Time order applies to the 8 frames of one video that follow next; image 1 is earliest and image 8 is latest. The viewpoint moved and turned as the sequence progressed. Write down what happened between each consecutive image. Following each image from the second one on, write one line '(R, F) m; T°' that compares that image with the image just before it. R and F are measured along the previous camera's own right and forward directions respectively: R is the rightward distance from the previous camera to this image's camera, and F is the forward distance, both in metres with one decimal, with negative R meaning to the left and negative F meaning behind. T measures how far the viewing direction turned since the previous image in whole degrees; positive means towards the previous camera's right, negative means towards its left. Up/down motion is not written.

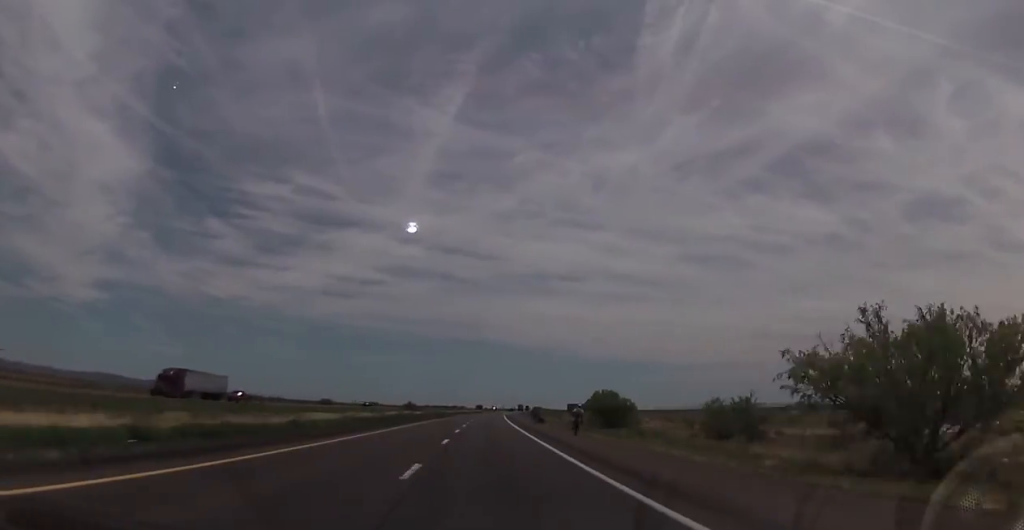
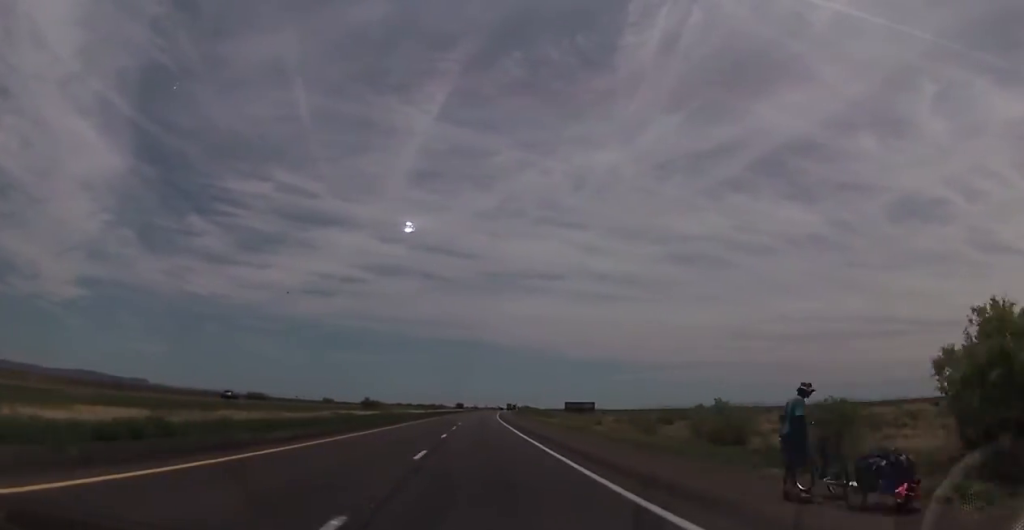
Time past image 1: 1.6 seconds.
(+0.7, +55.8) m; 0°
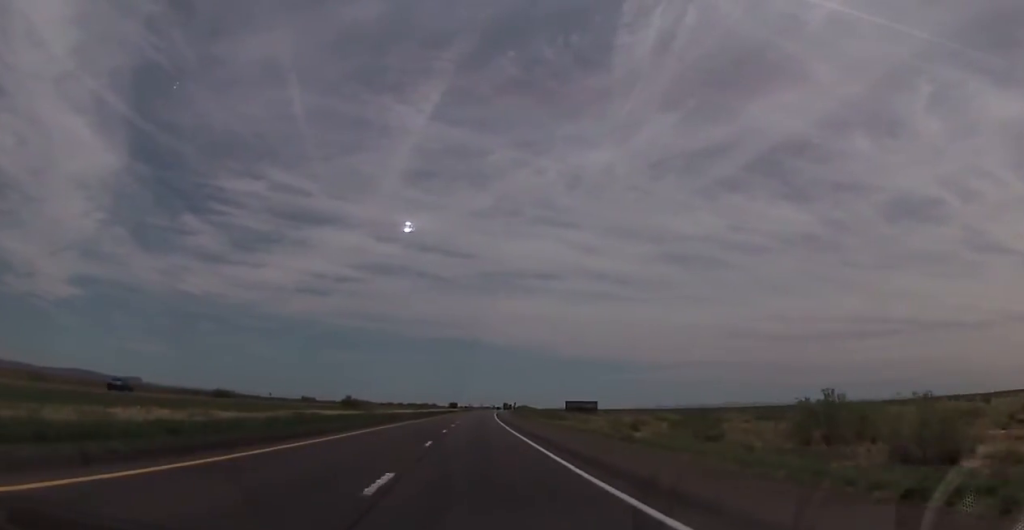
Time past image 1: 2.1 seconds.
(-0.1, +18.9) m; 0°
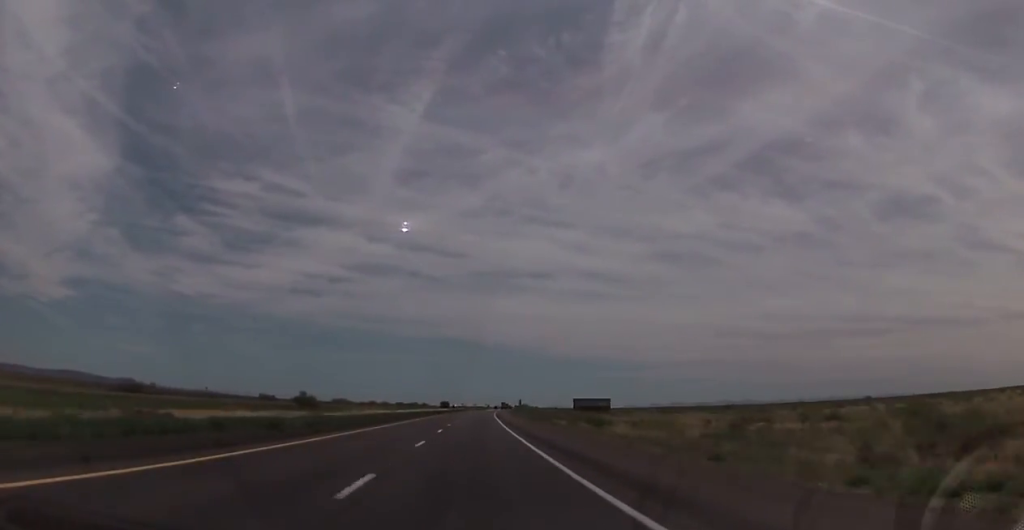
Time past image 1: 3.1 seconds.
(+0.3, +36.6) m; +1°
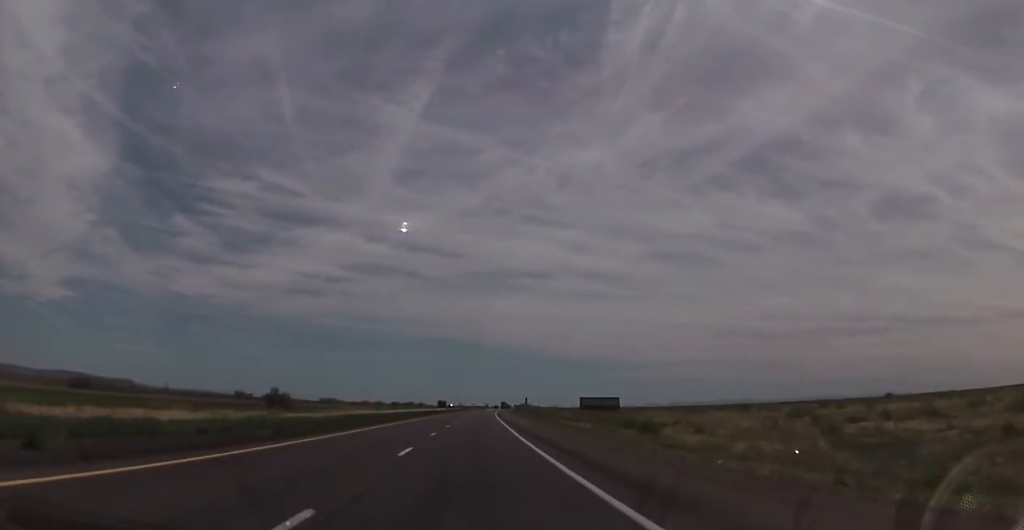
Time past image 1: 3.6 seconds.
(+0.1, +16.5) m; +1°
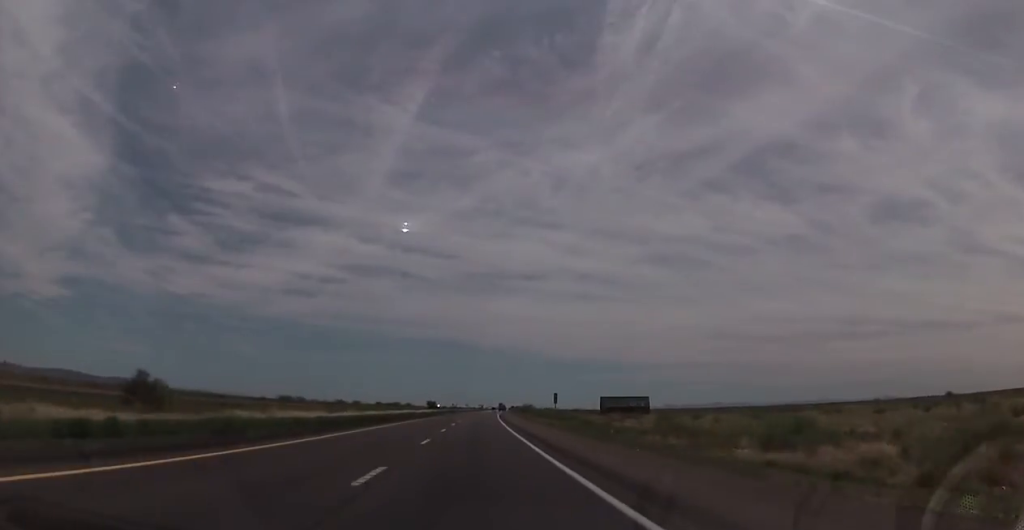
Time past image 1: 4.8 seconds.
(+0.7, +42.5) m; 0°
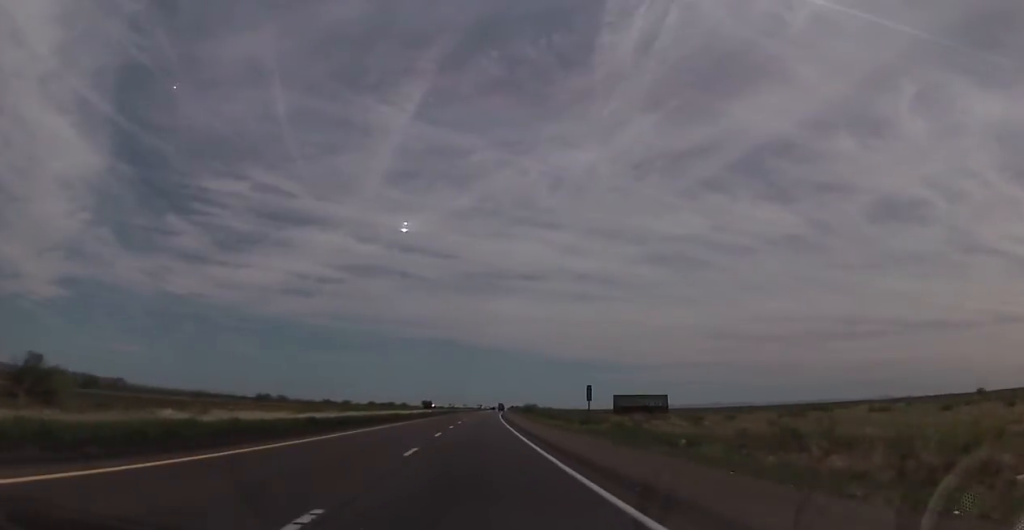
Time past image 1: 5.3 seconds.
(-0.2, +17.7) m; 0°
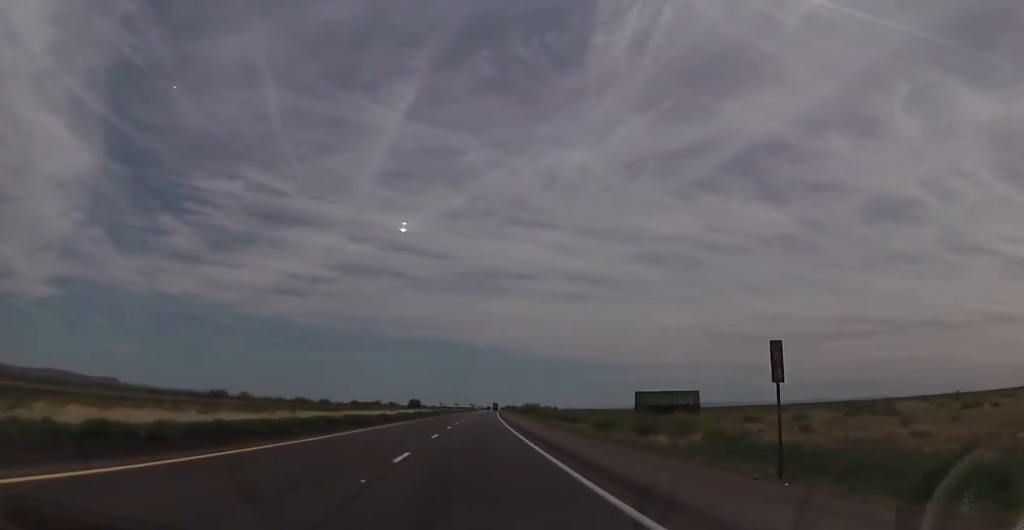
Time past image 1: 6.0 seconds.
(-0.2, +26.0) m; 0°
